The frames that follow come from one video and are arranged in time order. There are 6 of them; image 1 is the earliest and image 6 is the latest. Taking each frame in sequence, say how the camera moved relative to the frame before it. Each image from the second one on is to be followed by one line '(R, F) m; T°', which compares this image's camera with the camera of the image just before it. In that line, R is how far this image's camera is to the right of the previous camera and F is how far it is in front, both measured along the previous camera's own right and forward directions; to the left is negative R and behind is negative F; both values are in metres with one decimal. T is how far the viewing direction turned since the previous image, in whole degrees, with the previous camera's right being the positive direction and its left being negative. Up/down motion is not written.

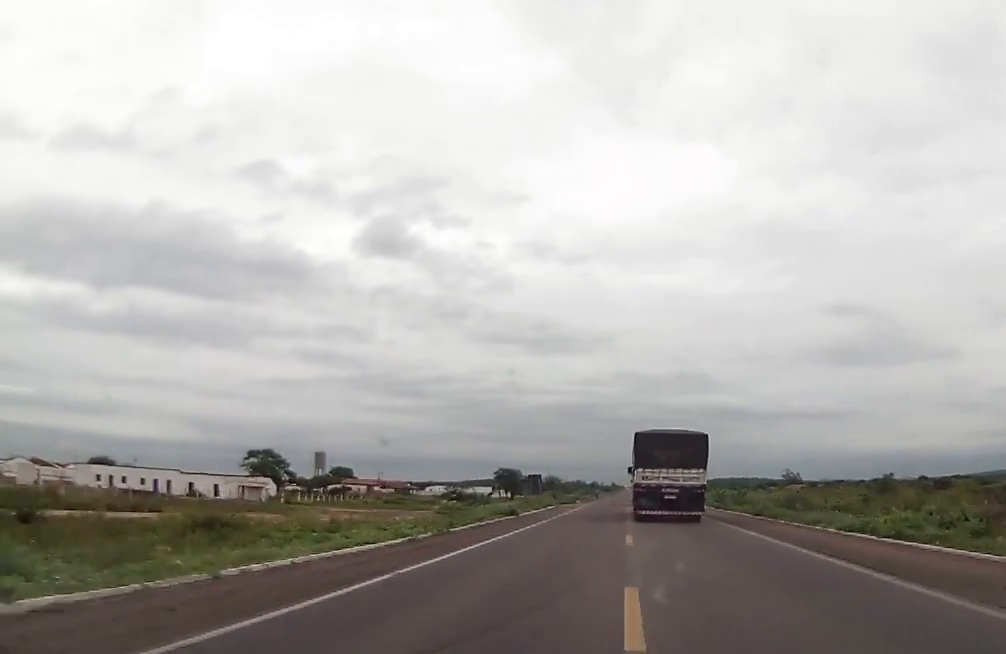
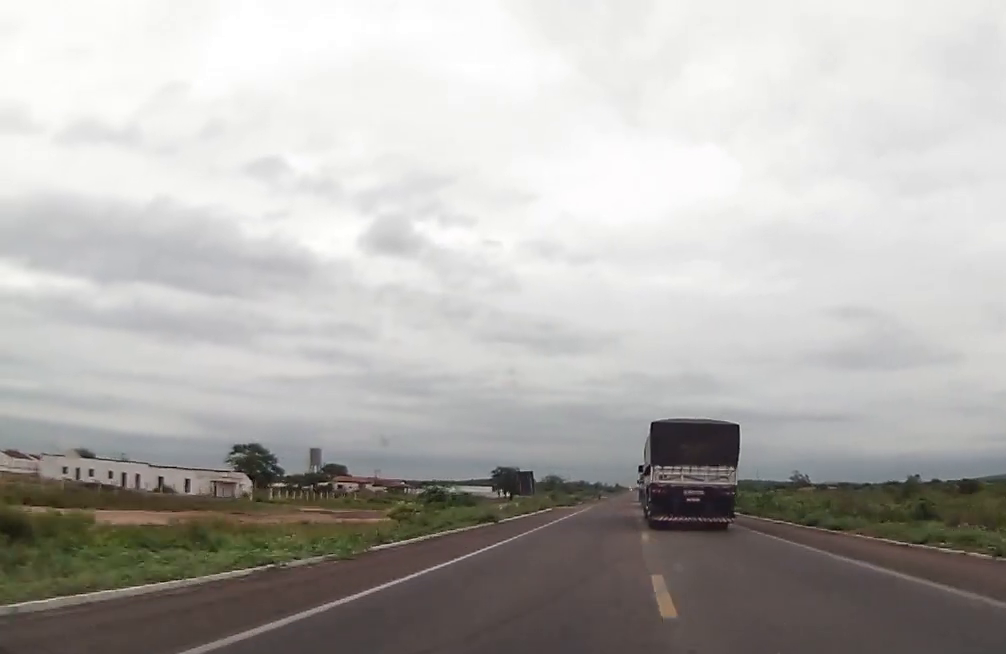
(0.0, +10.4) m; 0°
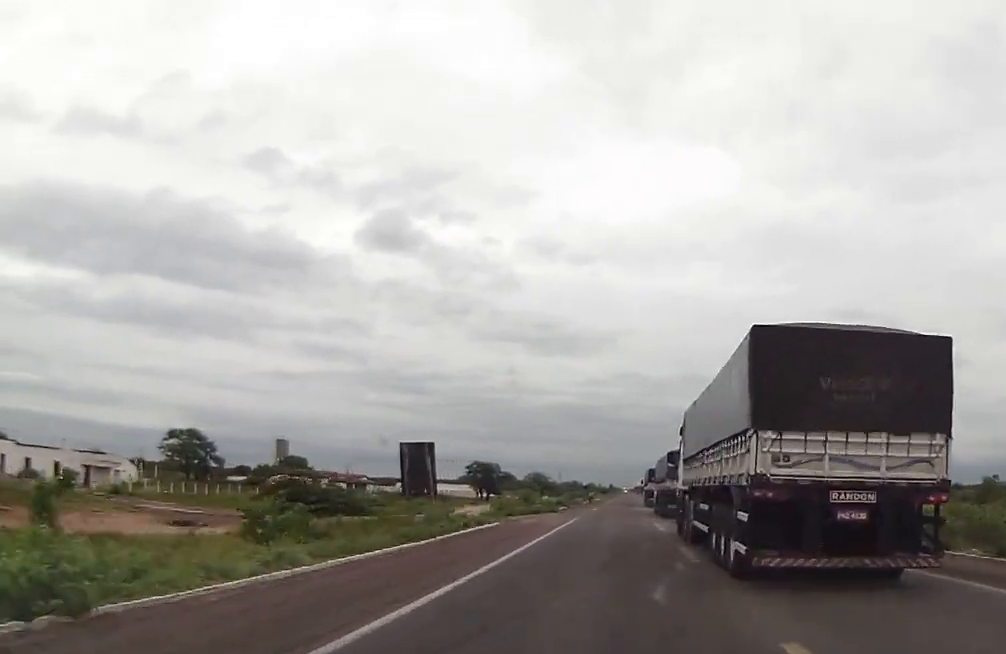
(-0.3, +29.5) m; -1°
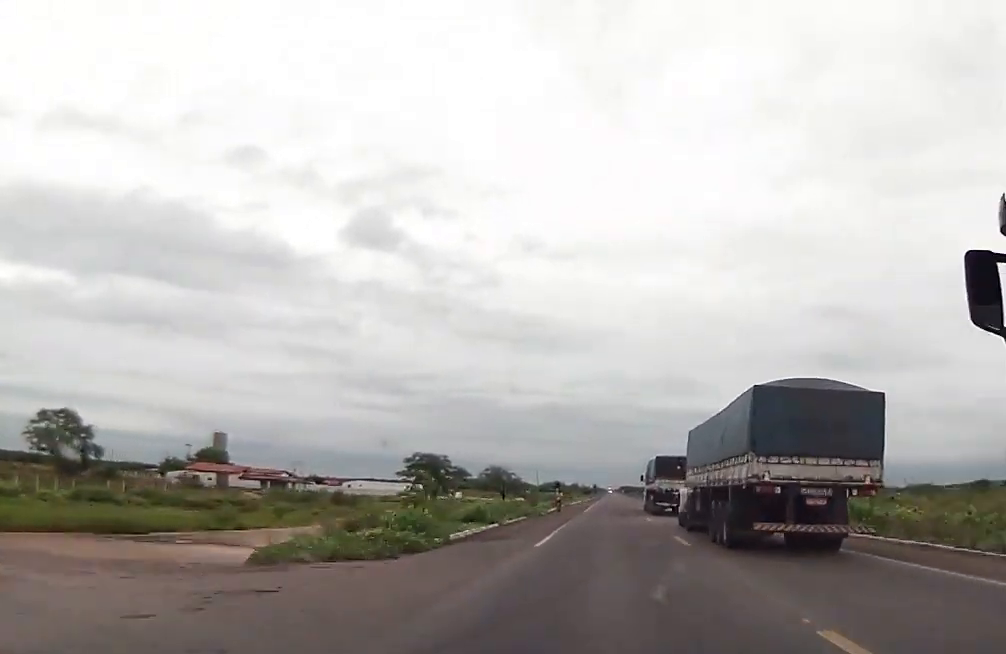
(+0.1, +38.2) m; +1°
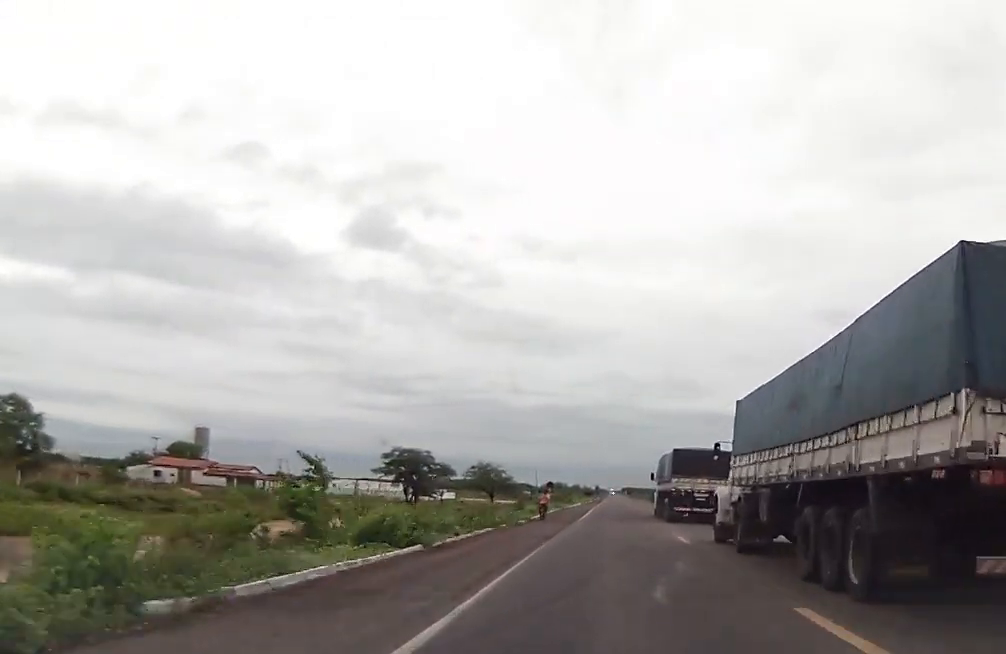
(+0.2, +14.1) m; 0°
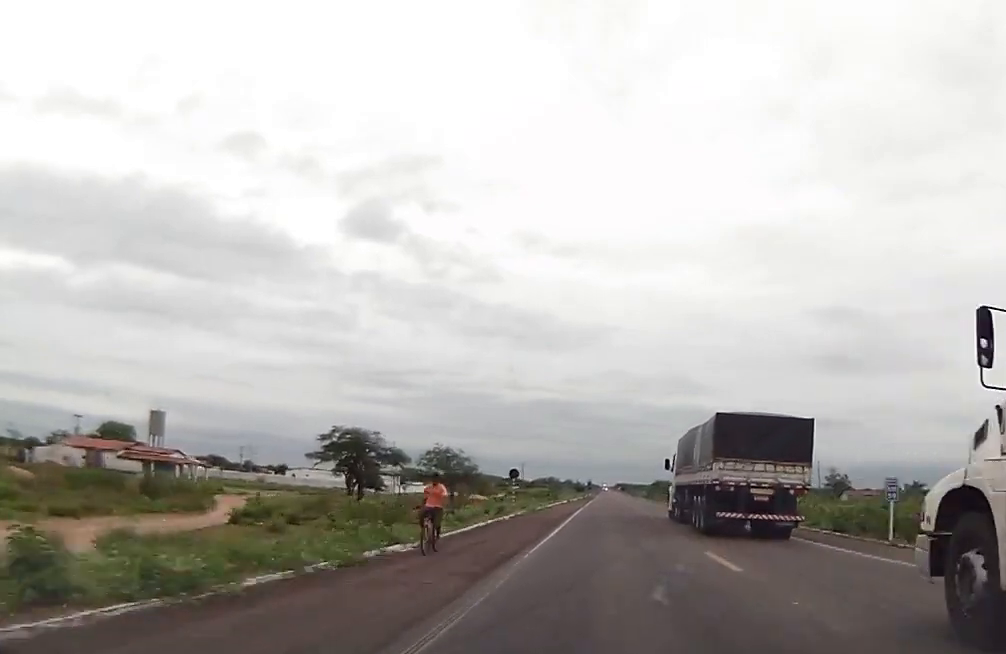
(-0.1, +23.4) m; 0°
